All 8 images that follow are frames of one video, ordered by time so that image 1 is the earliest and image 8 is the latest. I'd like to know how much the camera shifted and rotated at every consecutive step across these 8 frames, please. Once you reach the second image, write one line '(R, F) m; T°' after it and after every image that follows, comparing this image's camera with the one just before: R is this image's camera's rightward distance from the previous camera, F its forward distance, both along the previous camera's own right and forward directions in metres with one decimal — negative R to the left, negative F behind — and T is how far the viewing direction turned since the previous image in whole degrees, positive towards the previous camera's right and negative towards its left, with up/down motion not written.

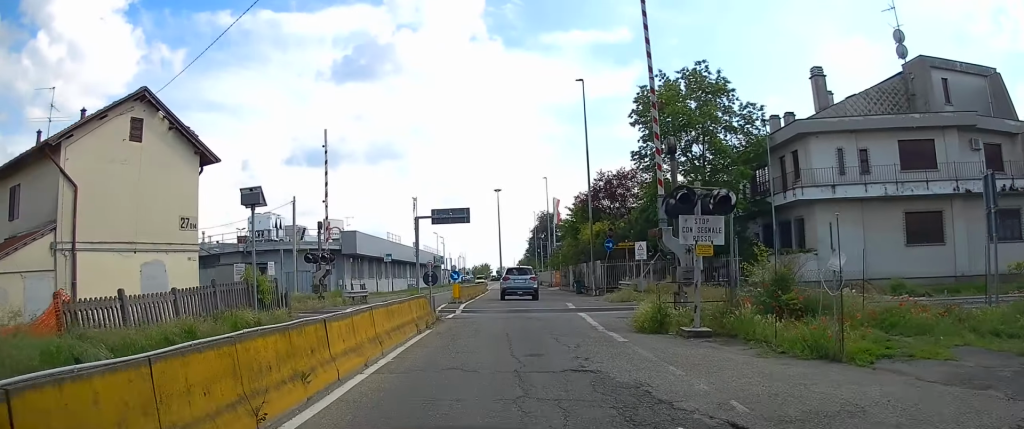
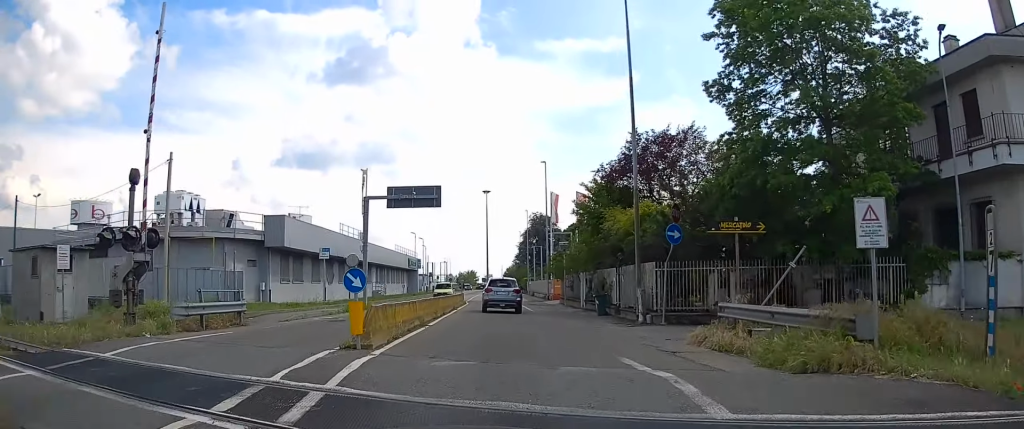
(+0.2, +15.9) m; +3°
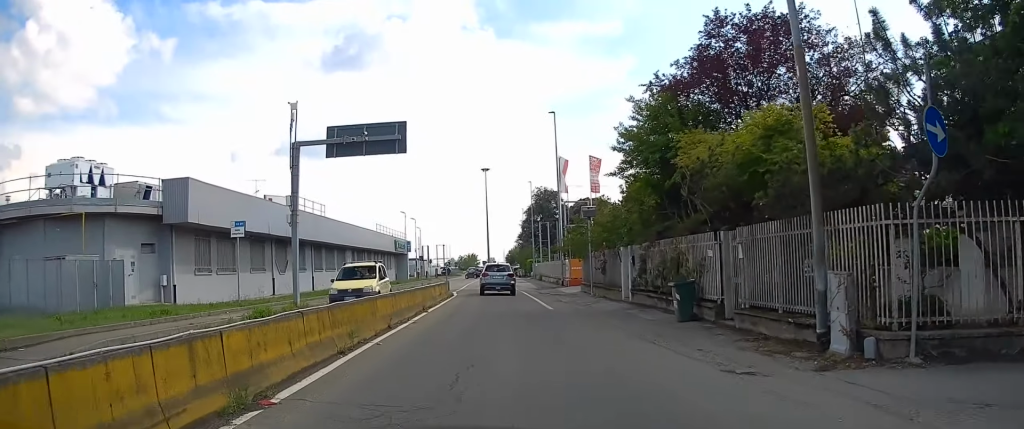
(+0.6, +13.7) m; +3°
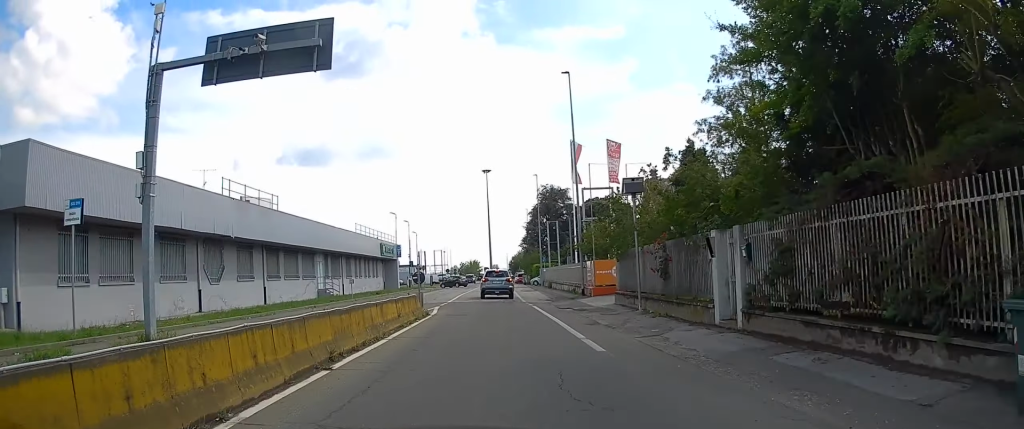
(-0.2, +11.4) m; -3°
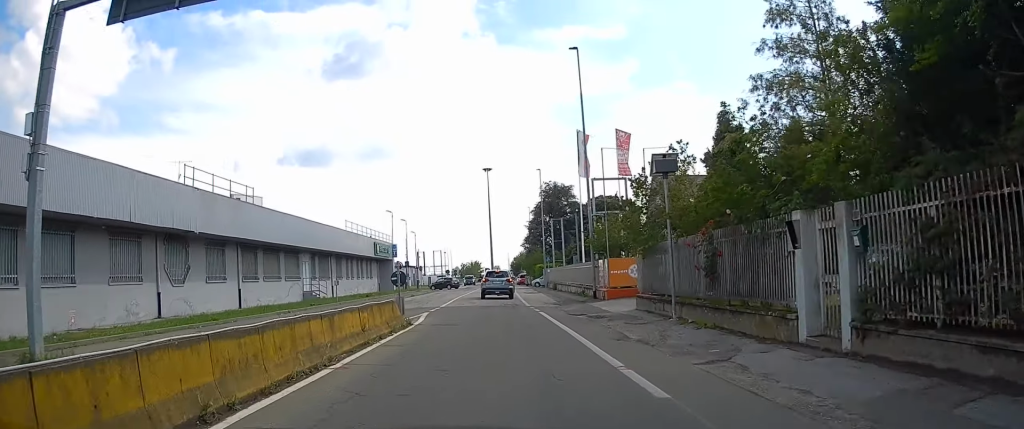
(-0.1, +4.1) m; -2°
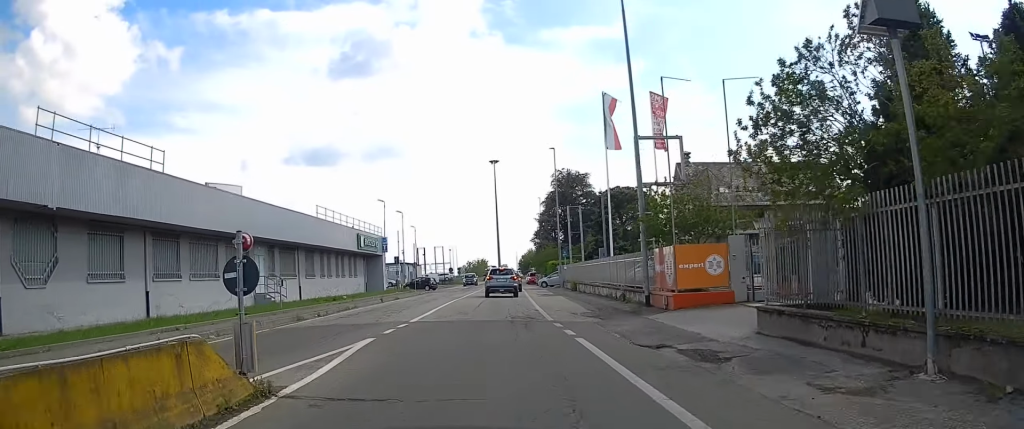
(-0.4, +10.4) m; -2°
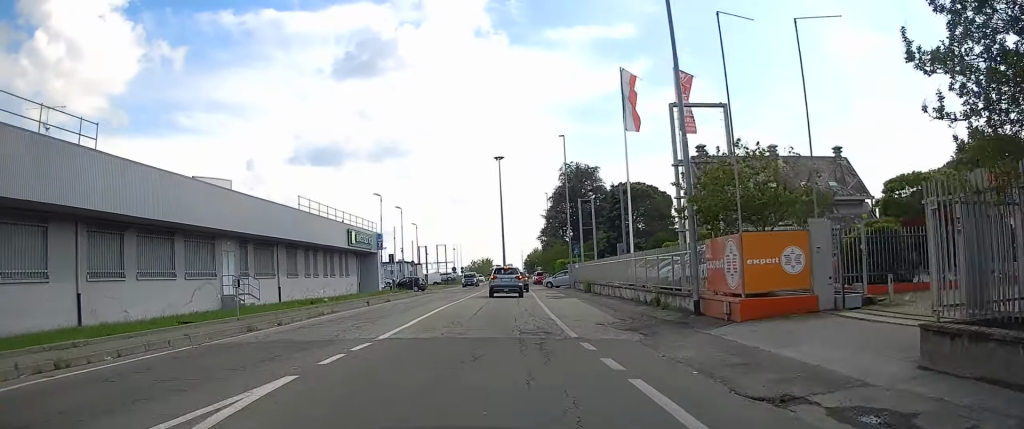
(0.0, +5.0) m; 0°
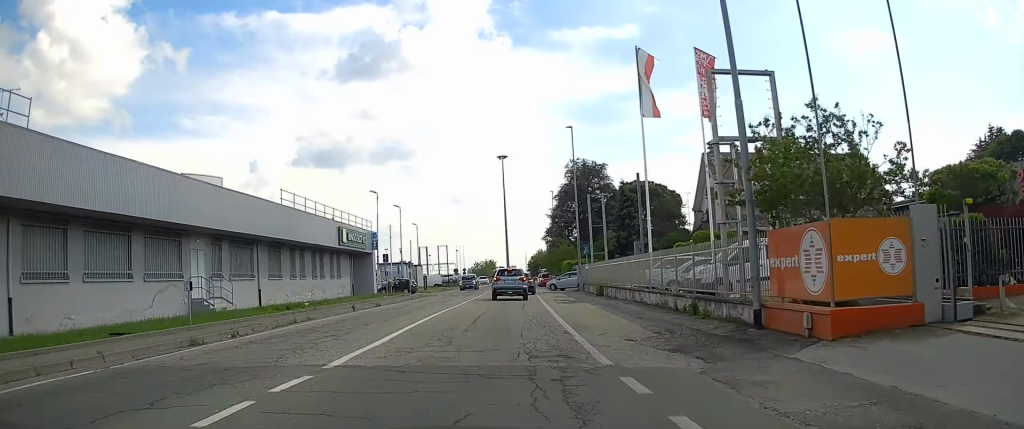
(0.0, +3.8) m; 0°
